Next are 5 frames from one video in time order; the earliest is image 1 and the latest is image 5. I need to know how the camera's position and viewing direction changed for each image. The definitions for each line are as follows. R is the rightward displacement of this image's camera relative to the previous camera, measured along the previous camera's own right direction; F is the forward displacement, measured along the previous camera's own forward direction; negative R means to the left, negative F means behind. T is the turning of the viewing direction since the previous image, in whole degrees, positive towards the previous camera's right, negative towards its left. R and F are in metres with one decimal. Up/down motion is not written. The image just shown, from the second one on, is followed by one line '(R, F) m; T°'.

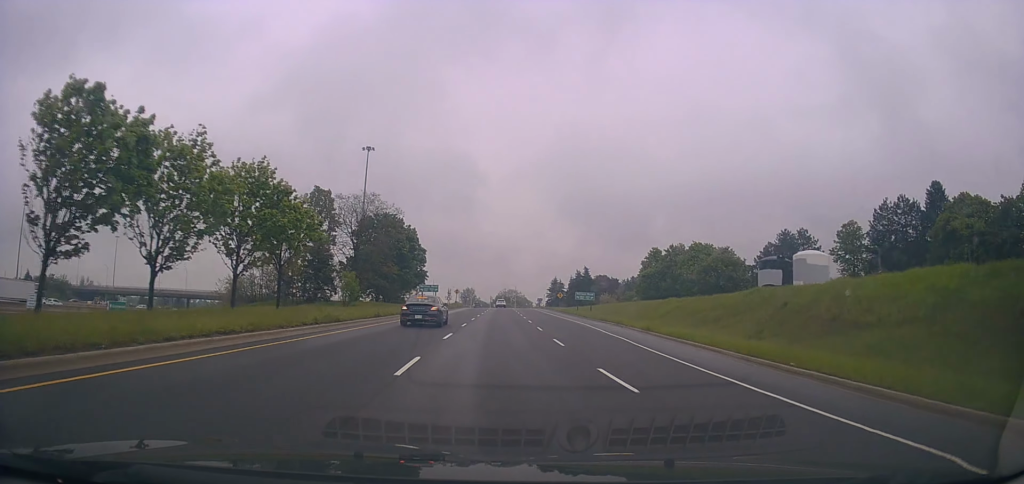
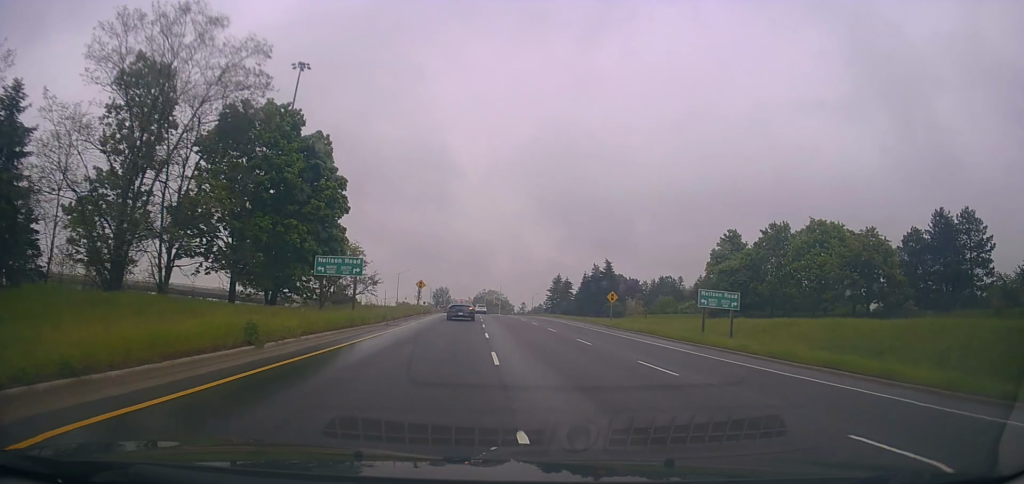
(+1.4, +43.4) m; +3°
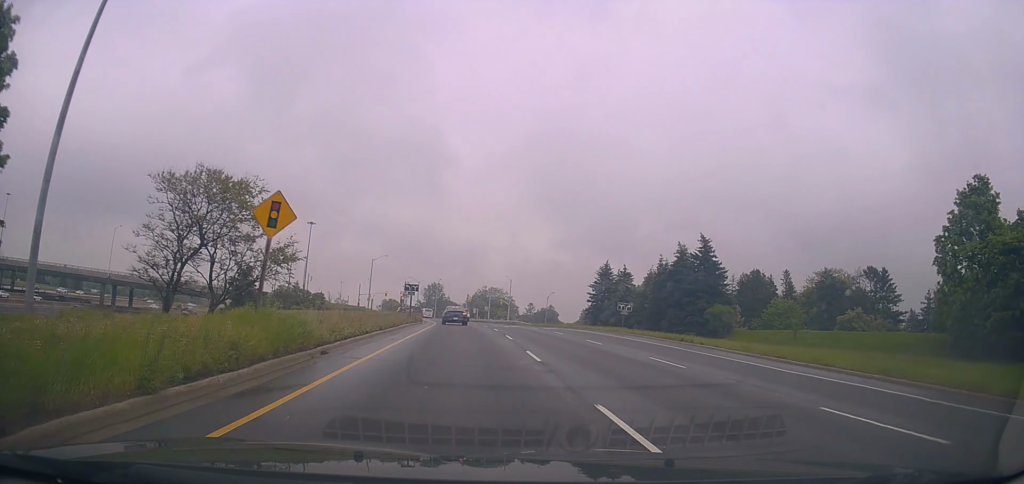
(+0.8, +43.6) m; +1°
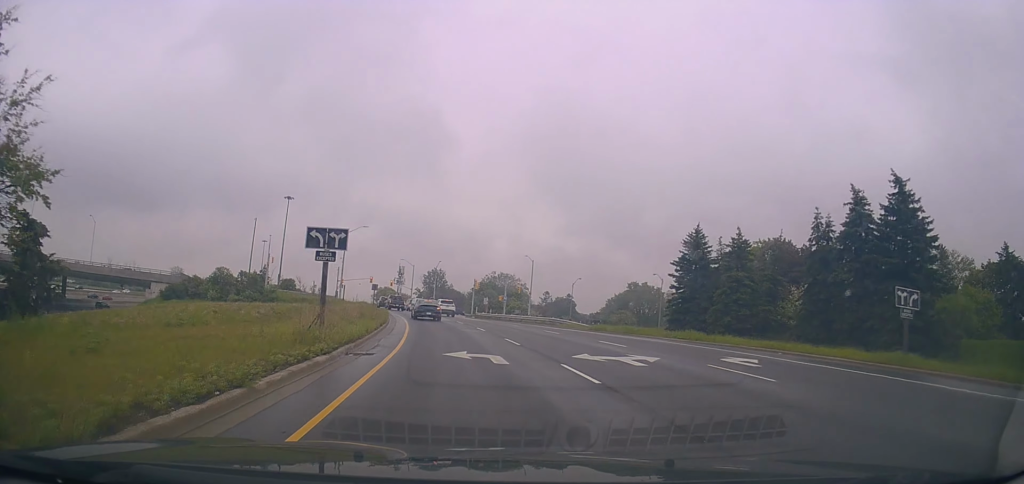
(-0.6, +31.6) m; -2°
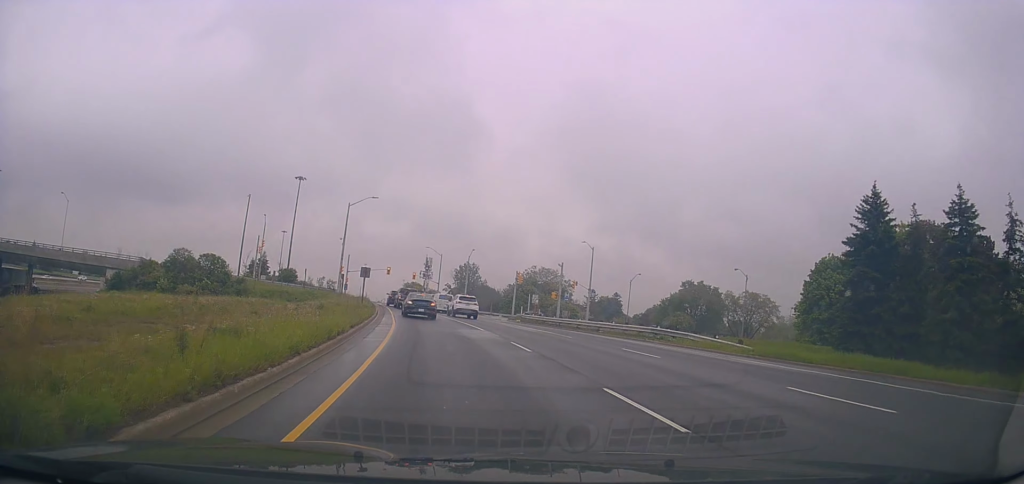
(-0.2, +22.3) m; -1°
